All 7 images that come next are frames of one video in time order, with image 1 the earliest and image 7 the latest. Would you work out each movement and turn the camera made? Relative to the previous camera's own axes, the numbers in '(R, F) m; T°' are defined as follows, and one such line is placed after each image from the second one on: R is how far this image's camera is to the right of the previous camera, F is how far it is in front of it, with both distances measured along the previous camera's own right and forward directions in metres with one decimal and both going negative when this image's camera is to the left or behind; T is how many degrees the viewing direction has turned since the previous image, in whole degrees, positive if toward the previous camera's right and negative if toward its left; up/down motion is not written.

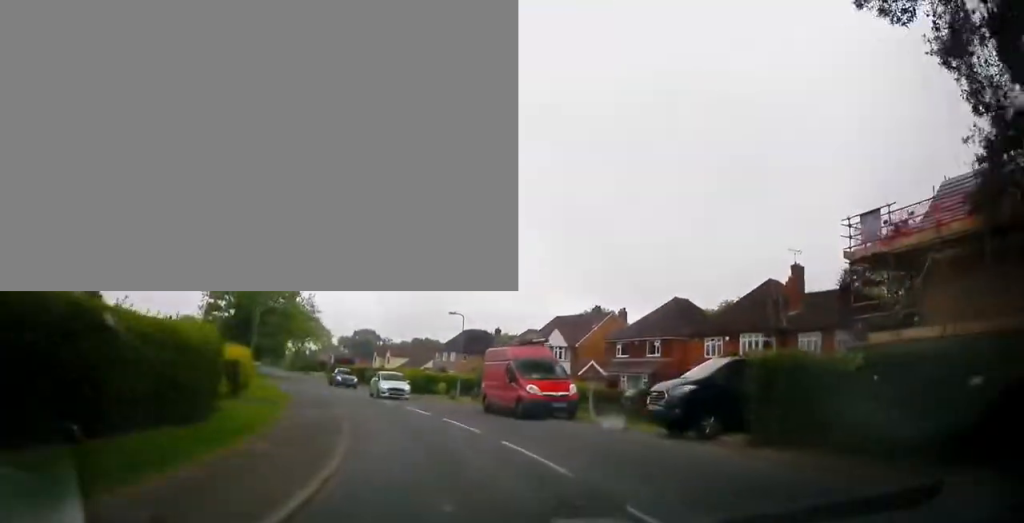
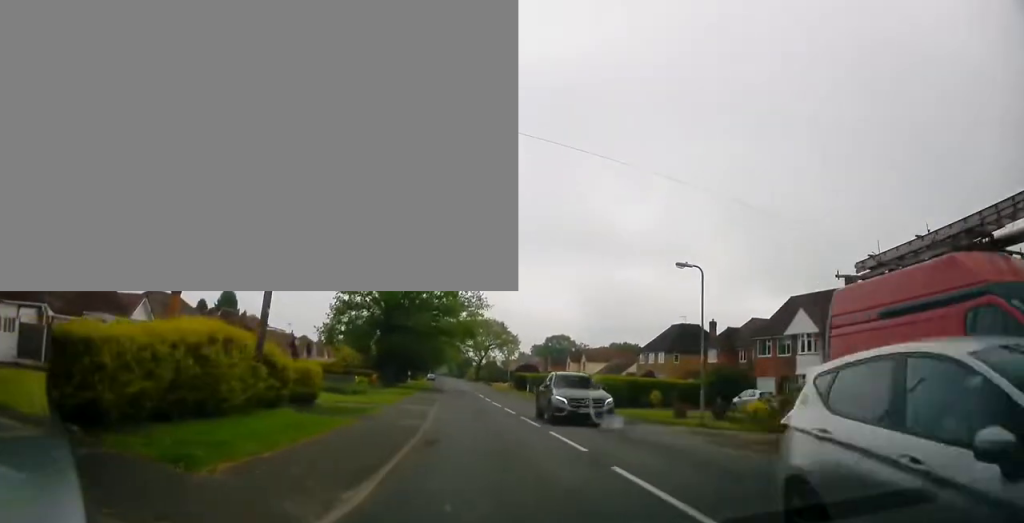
(-2.9, +15.5) m; -19°
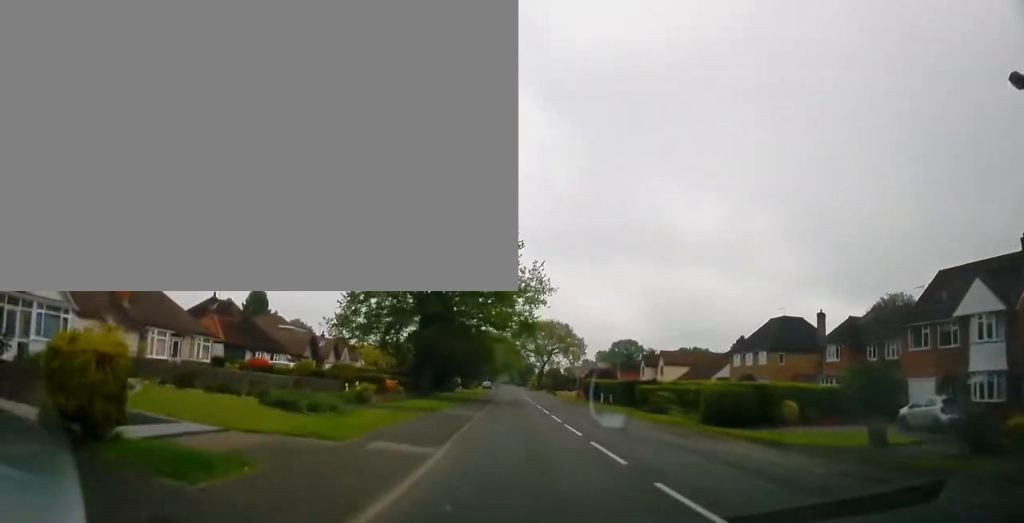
(-0.6, +13.0) m; -4°
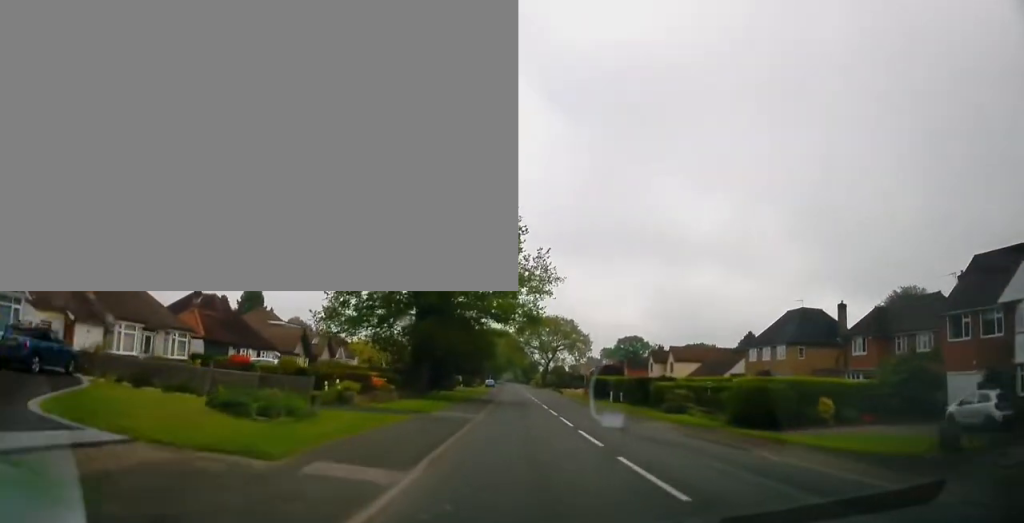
(-0.1, +3.3) m; -2°
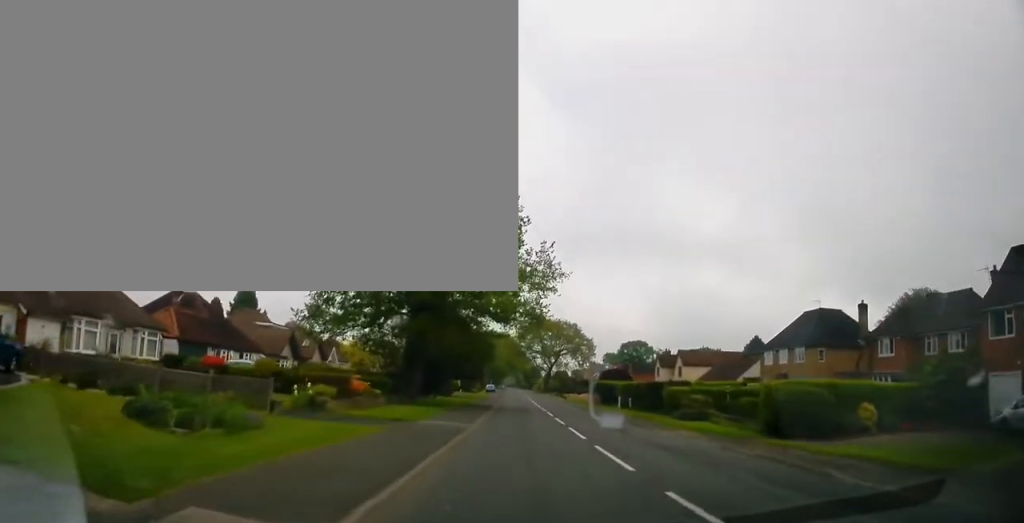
(-0.2, +3.5) m; -2°
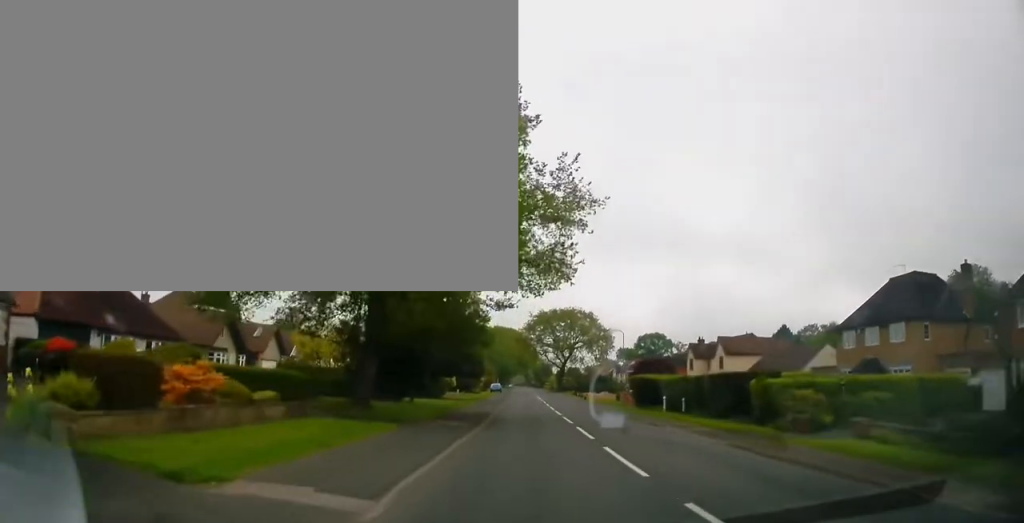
(-0.1, +12.4) m; +2°
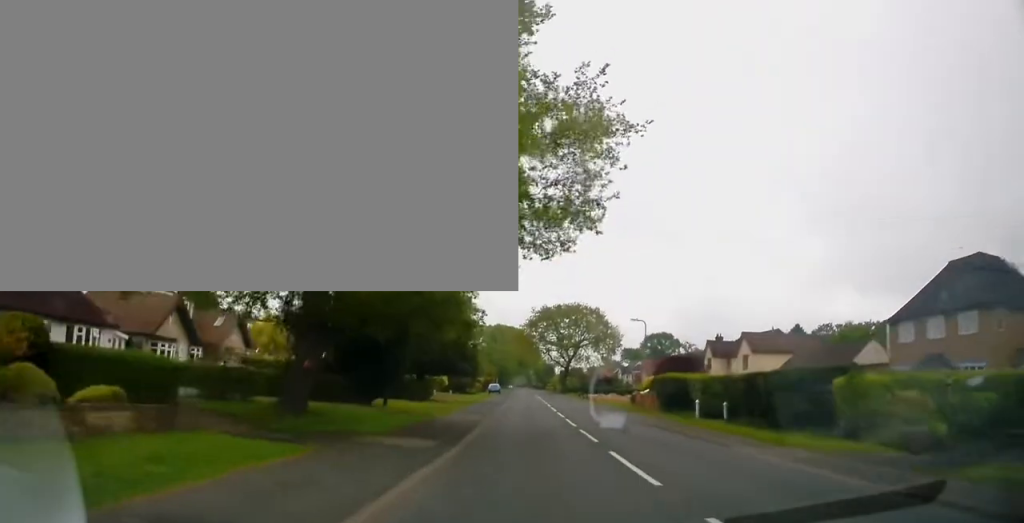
(+0.3, +7.0) m; +1°
